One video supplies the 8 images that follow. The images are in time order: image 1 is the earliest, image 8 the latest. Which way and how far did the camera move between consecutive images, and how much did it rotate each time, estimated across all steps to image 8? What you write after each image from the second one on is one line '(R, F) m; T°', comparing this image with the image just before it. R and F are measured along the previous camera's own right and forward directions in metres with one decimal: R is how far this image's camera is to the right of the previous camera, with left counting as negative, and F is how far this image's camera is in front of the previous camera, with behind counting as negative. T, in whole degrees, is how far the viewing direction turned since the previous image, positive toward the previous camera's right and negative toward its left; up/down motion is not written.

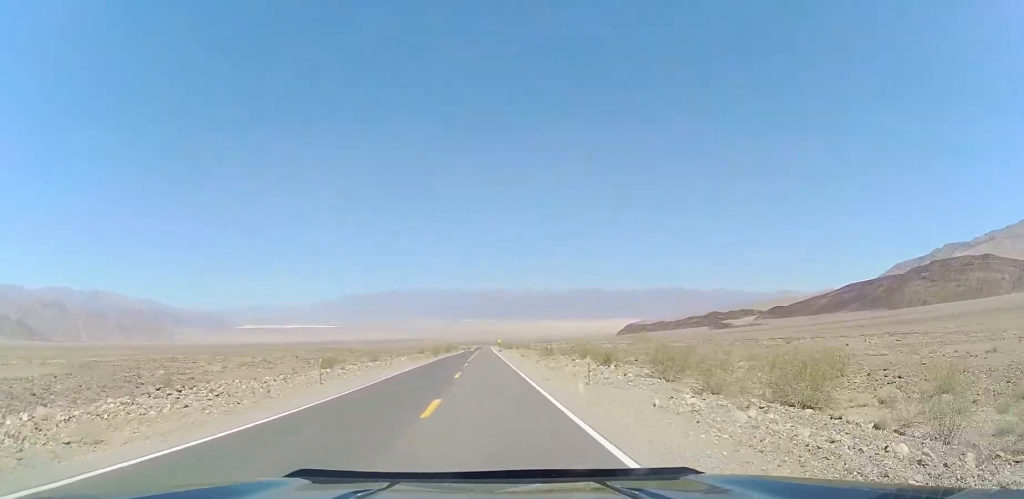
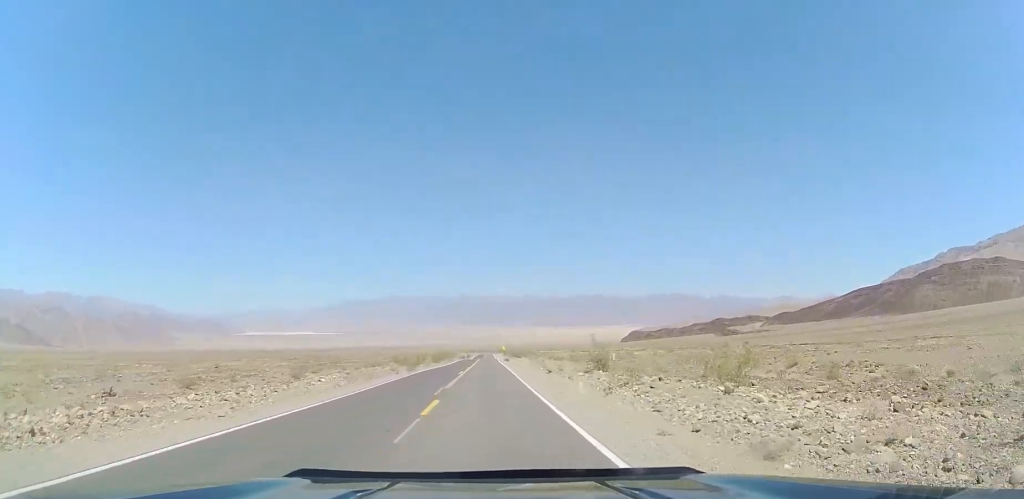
(-0.2, +27.9) m; -1°
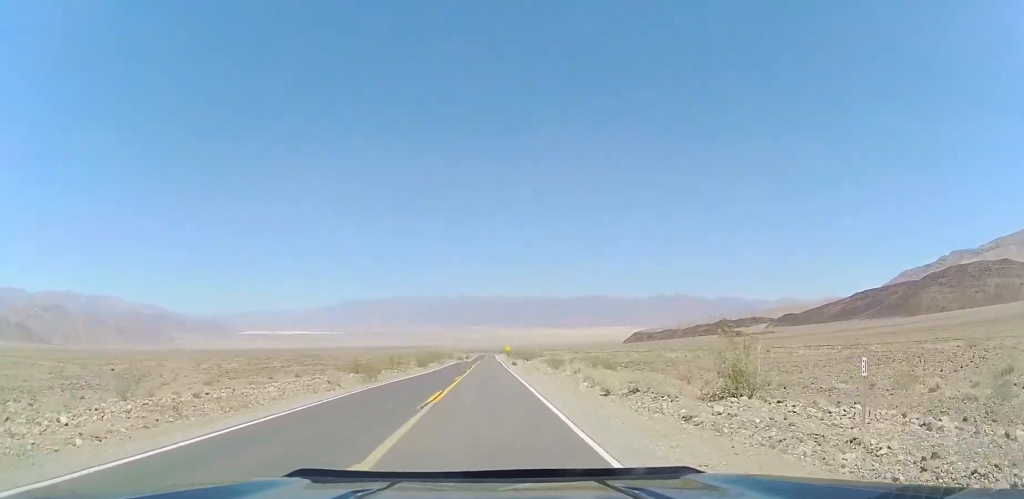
(-0.3, +20.4) m; -1°
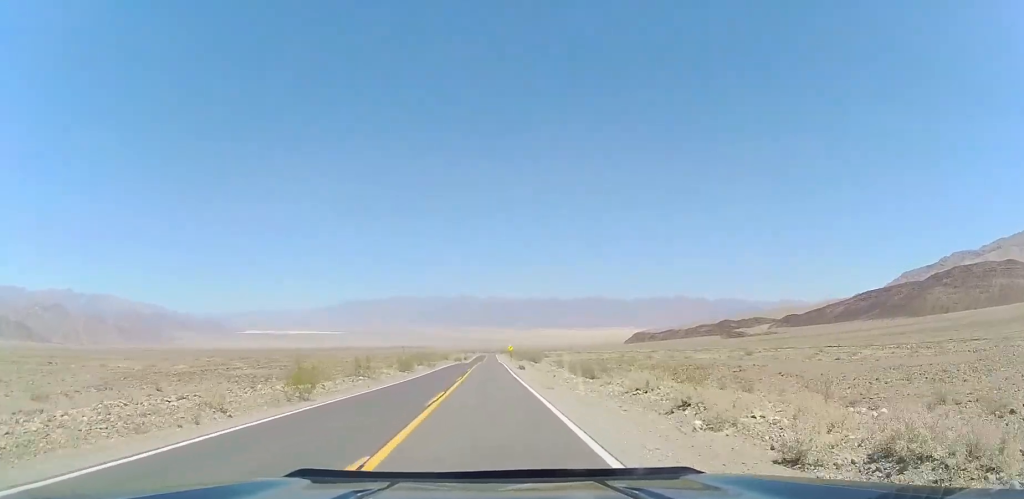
(-0.1, +13.7) m; 0°
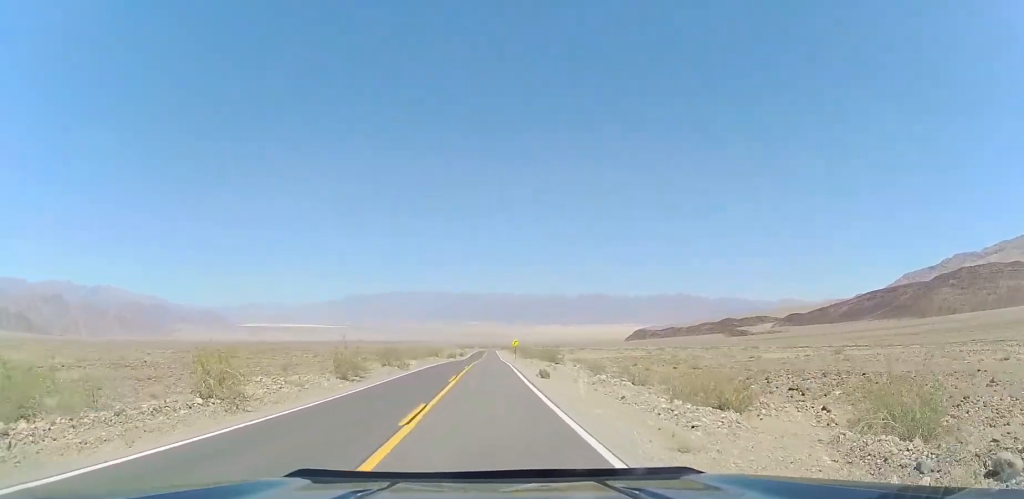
(0.0, +21.5) m; +1°
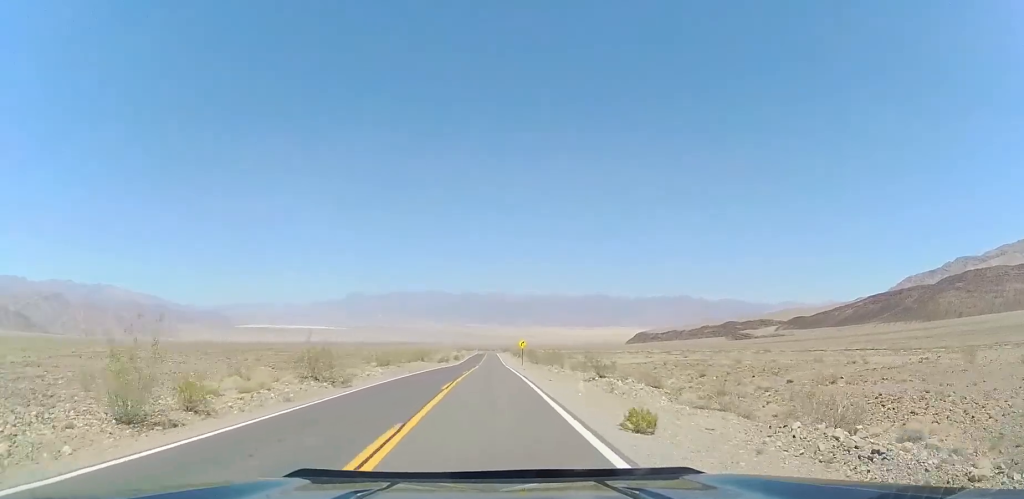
(+0.4, +19.7) m; 0°
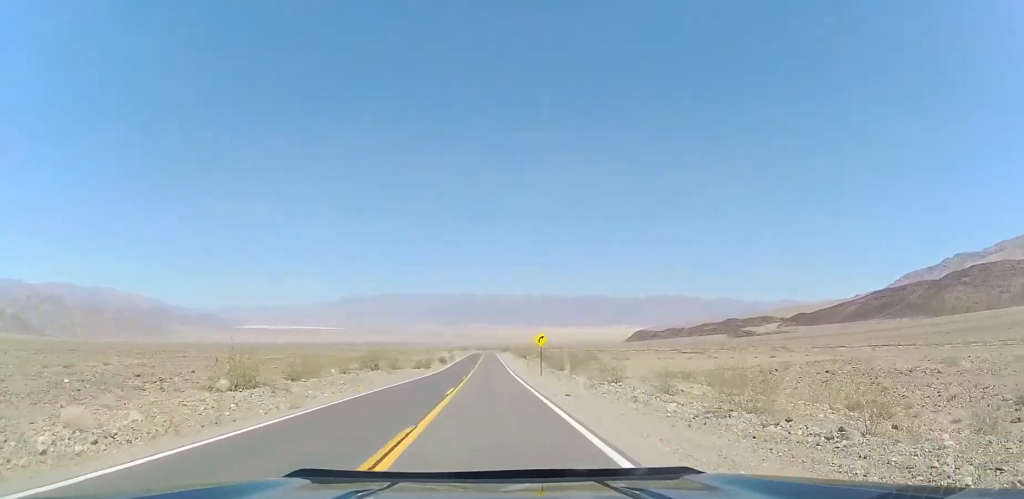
(-0.3, +29.1) m; 0°
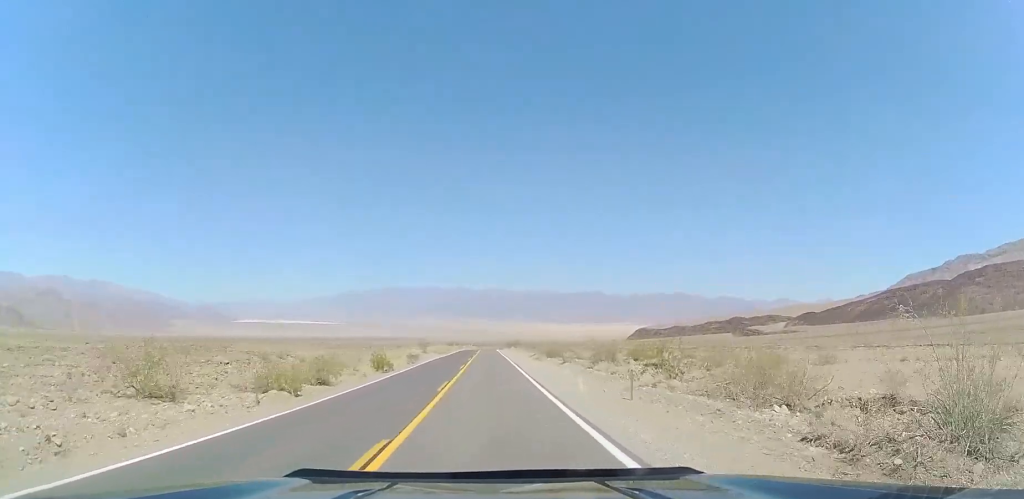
(+0.4, +46.4) m; +1°
